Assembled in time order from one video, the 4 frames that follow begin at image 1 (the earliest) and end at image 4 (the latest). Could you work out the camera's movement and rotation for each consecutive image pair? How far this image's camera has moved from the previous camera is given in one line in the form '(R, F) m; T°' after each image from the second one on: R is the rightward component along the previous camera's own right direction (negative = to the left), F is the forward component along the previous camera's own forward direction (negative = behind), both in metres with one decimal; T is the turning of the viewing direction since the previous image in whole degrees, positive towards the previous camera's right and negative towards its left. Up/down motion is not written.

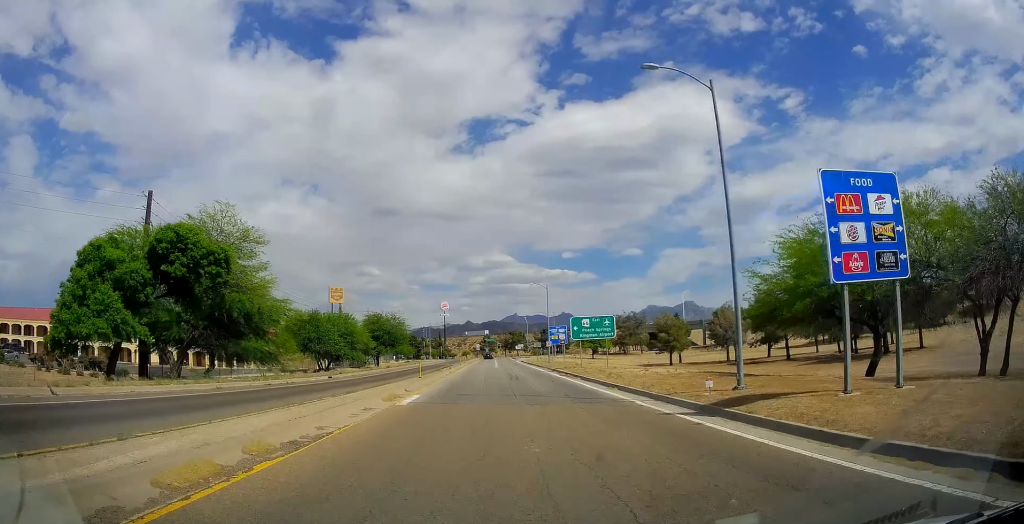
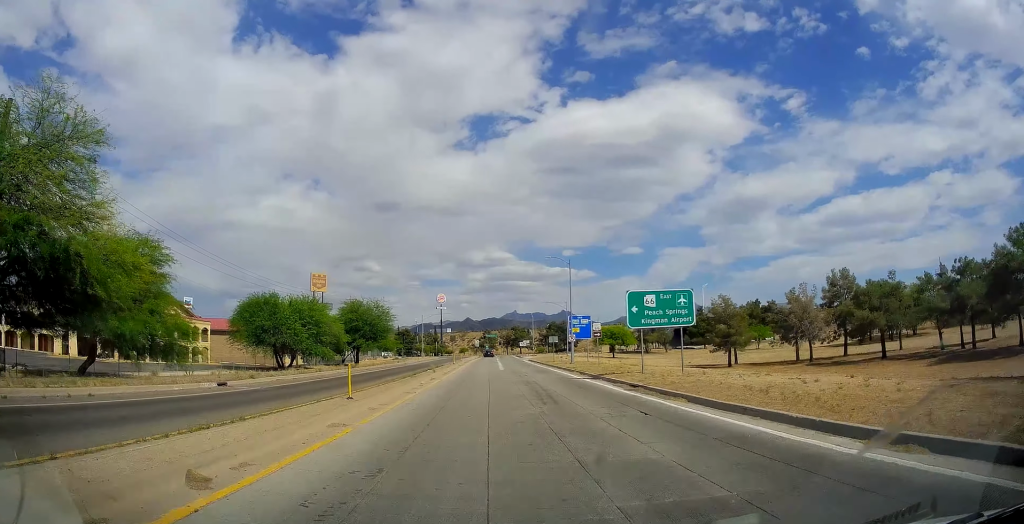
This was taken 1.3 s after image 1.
(+0.2, +18.7) m; +1°
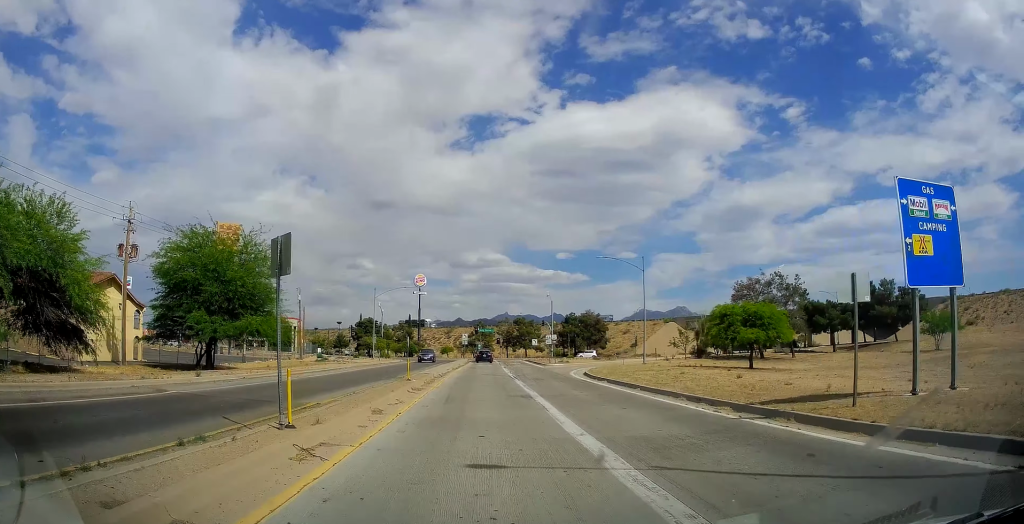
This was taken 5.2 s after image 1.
(-0.1, +54.6) m; 0°
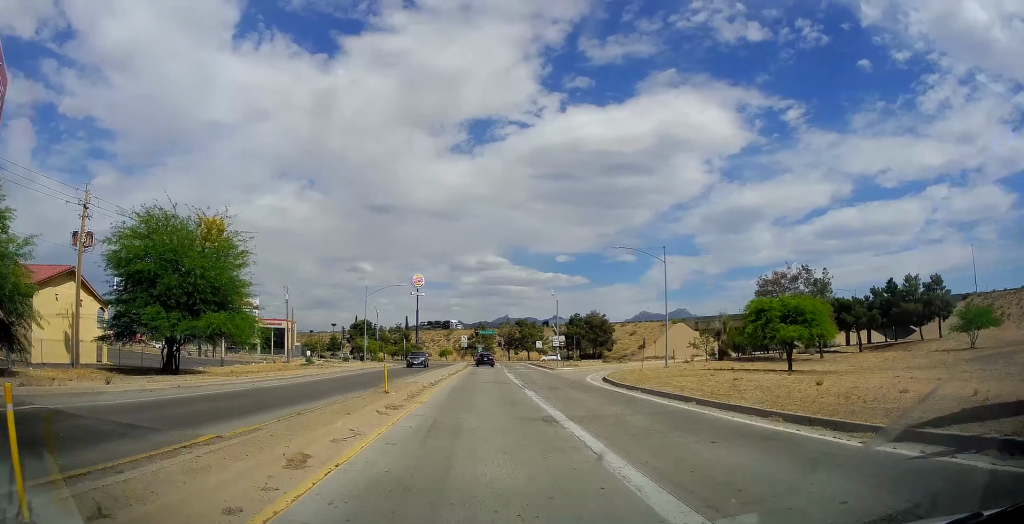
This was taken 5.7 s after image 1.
(0.0, +6.5) m; 0°
